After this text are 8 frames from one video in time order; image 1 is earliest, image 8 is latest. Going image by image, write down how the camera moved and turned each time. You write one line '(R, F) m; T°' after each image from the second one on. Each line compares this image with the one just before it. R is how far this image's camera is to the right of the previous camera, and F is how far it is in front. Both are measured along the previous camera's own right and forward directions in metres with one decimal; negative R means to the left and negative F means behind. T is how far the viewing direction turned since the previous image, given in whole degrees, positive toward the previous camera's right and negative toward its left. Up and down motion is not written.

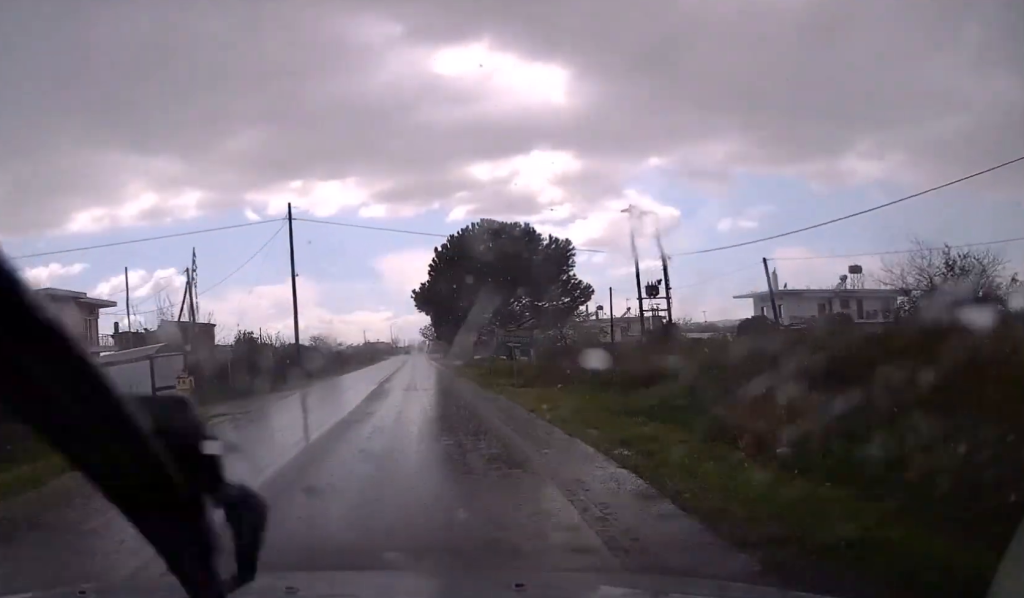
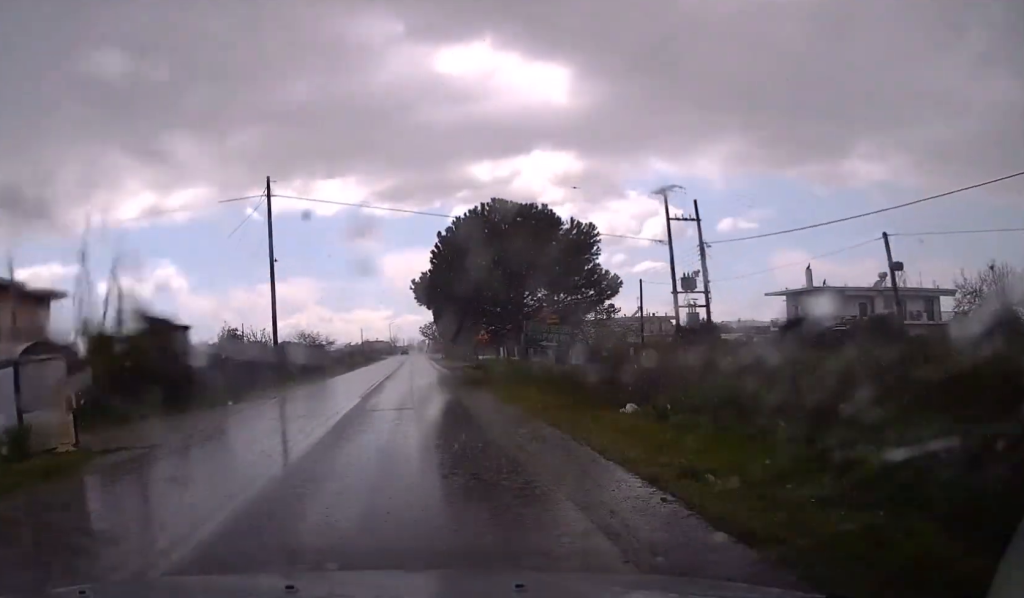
(0.0, +8.0) m; 0°
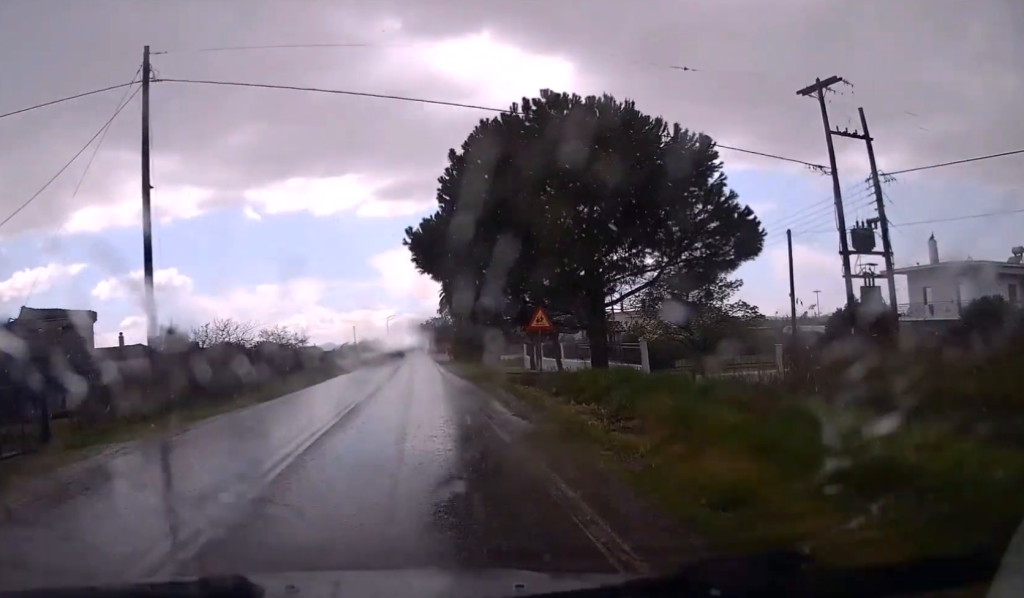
(+0.2, +21.1) m; 0°
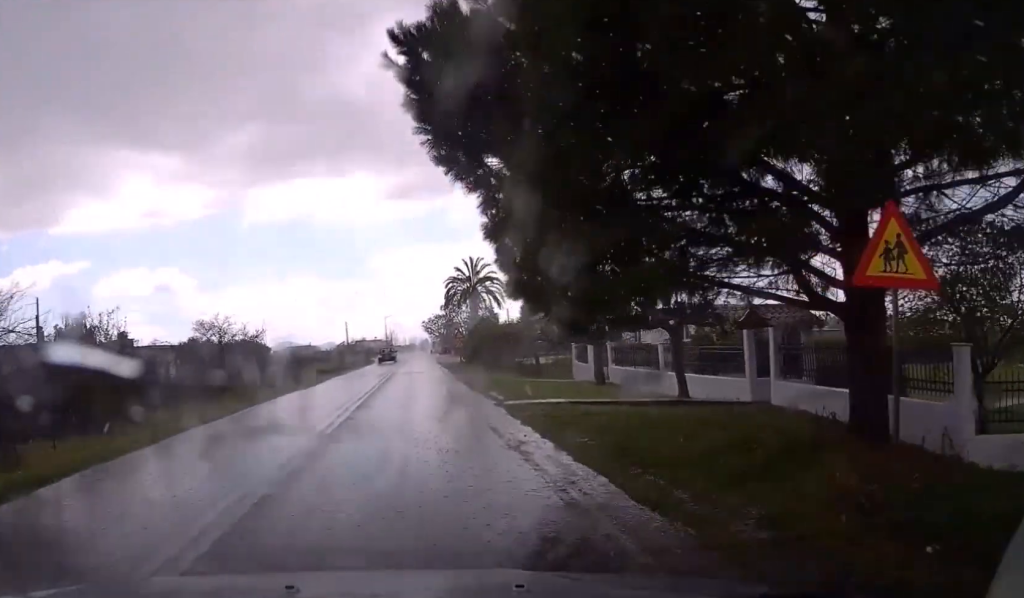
(-0.2, +18.8) m; 0°
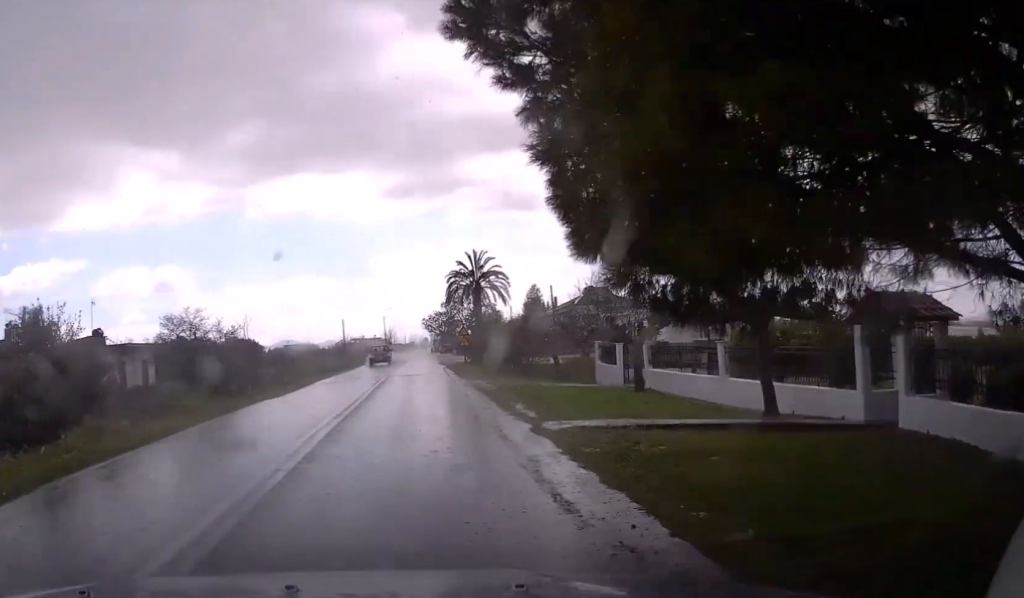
(+0.1, +5.6) m; 0°
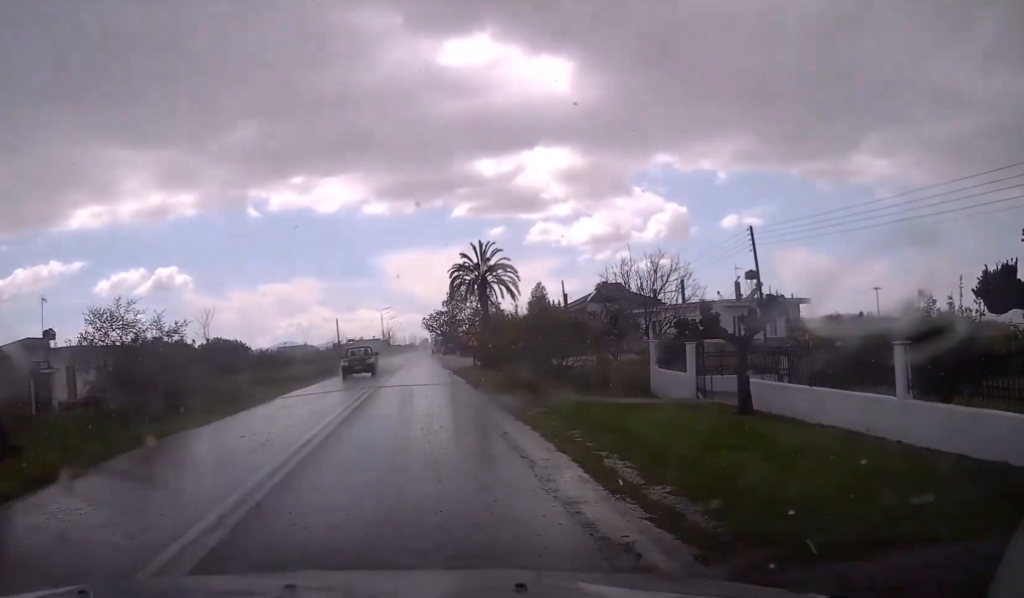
(+0.1, +8.9) m; 0°
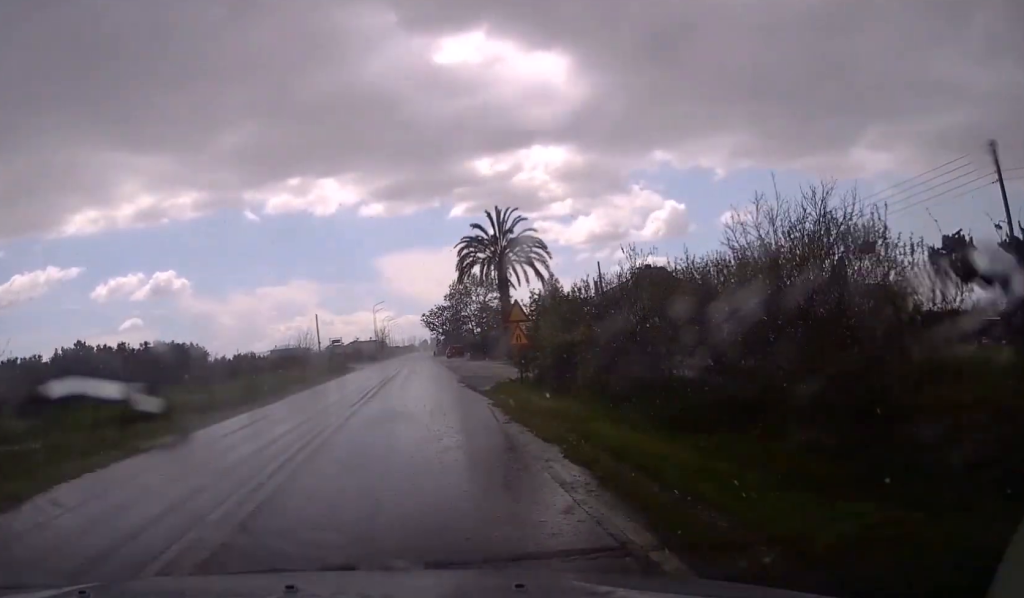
(0.0, +21.2) m; 0°
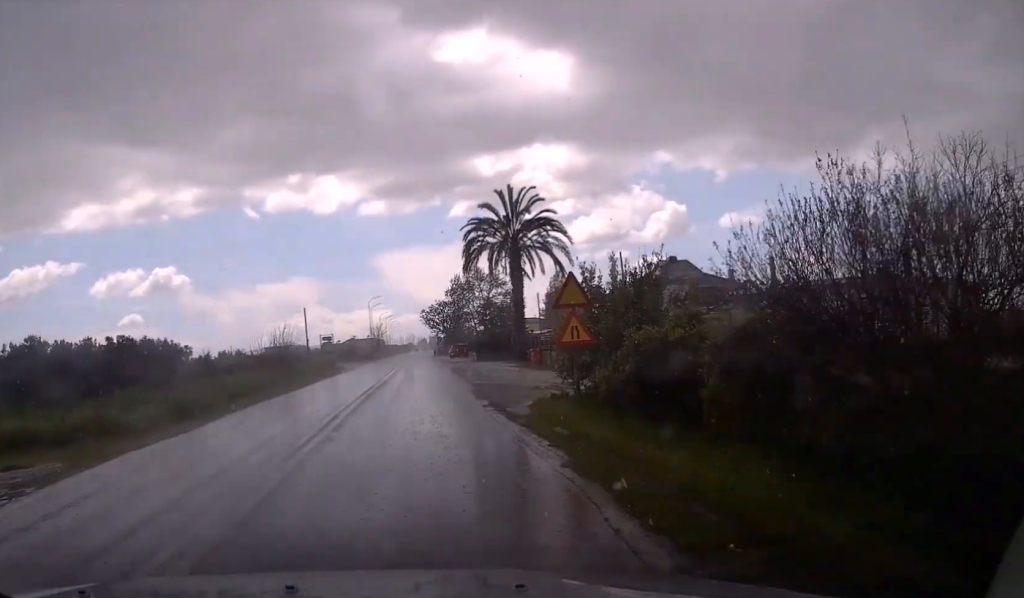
(0.0, +9.0) m; 0°
